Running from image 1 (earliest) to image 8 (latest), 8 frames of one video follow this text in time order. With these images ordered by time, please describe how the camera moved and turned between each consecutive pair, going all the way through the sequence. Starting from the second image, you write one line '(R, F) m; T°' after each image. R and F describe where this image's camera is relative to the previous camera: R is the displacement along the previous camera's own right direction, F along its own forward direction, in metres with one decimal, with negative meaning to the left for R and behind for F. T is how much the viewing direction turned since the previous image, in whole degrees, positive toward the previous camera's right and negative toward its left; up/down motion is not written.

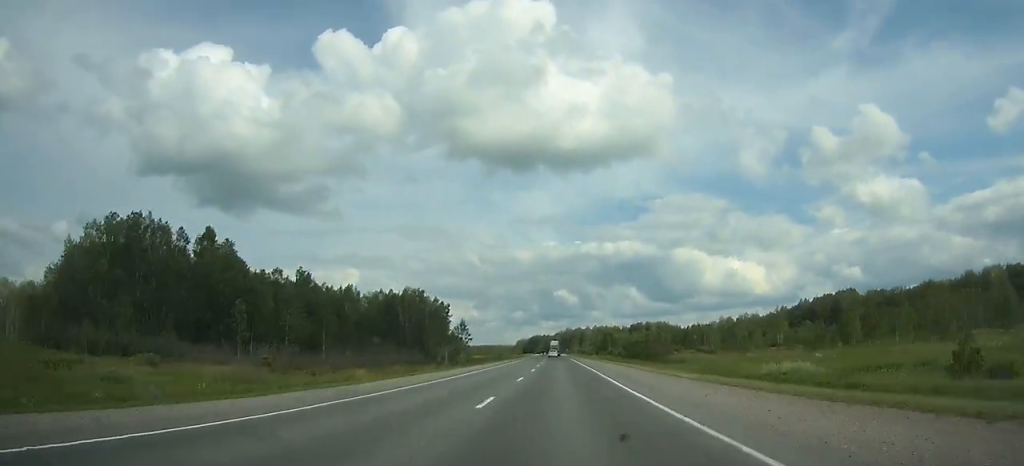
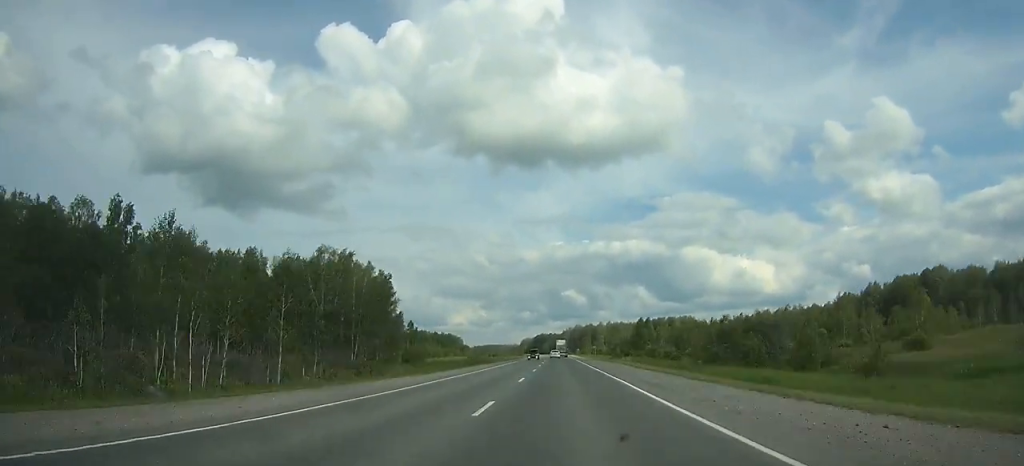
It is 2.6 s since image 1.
(-0.2, +73.9) m; 0°
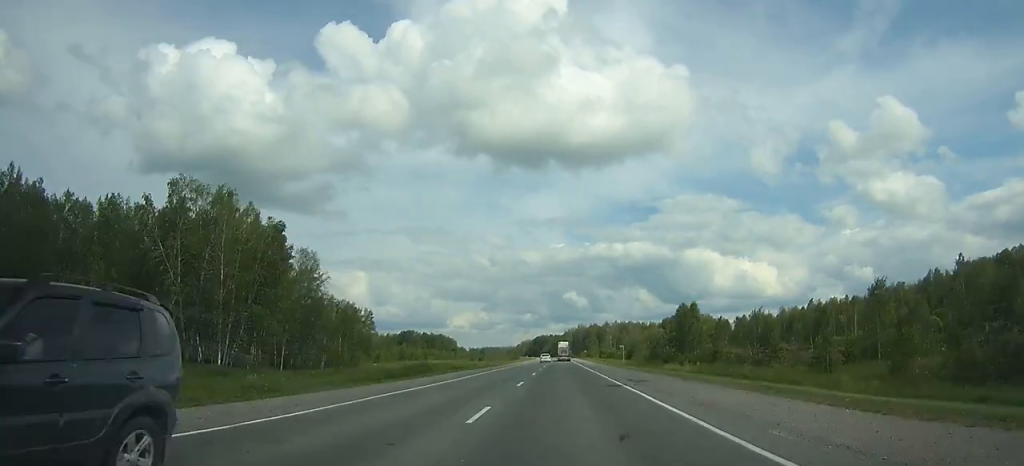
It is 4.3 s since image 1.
(-0.2, +48.0) m; 0°
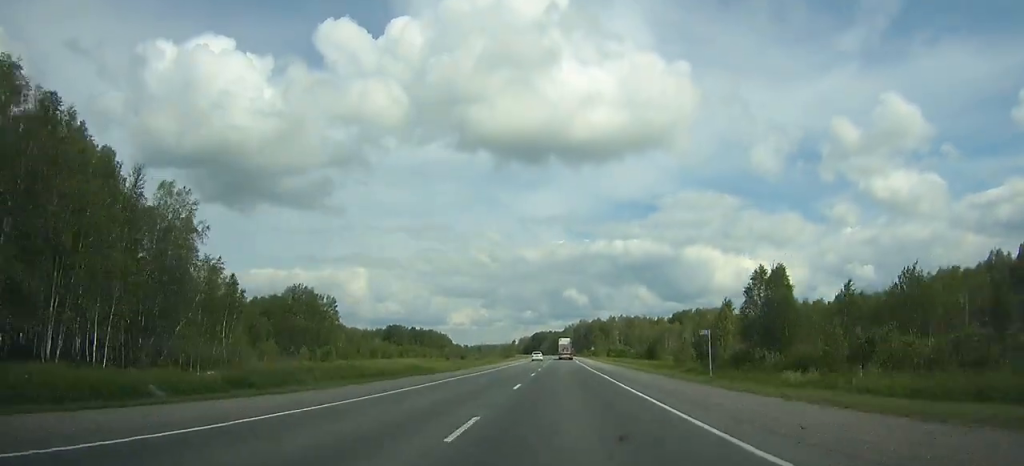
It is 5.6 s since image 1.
(+0.1, +36.3) m; 0°
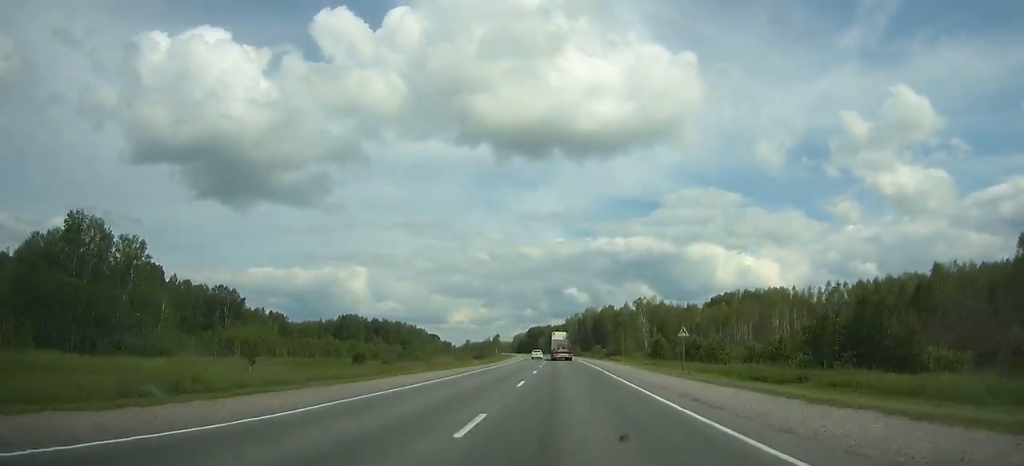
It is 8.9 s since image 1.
(-0.2, +94.0) m; -1°
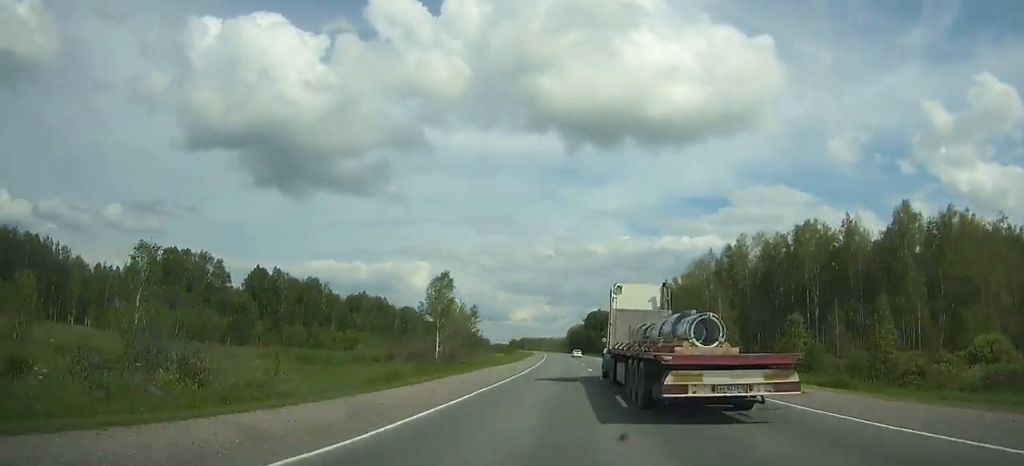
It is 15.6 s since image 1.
(-8.0, +207.7) m; -4°
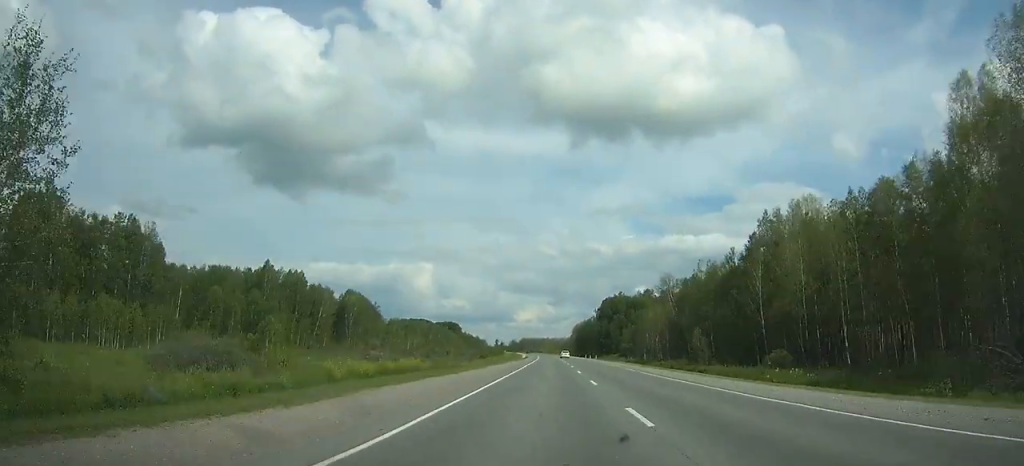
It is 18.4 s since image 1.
(-0.8, +87.7) m; -1°
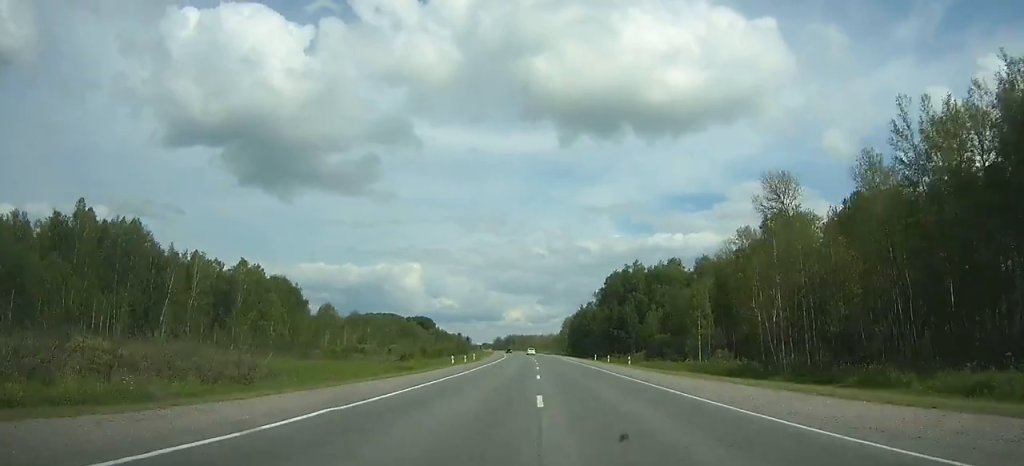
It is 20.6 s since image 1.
(-0.3, +67.9) m; -1°
